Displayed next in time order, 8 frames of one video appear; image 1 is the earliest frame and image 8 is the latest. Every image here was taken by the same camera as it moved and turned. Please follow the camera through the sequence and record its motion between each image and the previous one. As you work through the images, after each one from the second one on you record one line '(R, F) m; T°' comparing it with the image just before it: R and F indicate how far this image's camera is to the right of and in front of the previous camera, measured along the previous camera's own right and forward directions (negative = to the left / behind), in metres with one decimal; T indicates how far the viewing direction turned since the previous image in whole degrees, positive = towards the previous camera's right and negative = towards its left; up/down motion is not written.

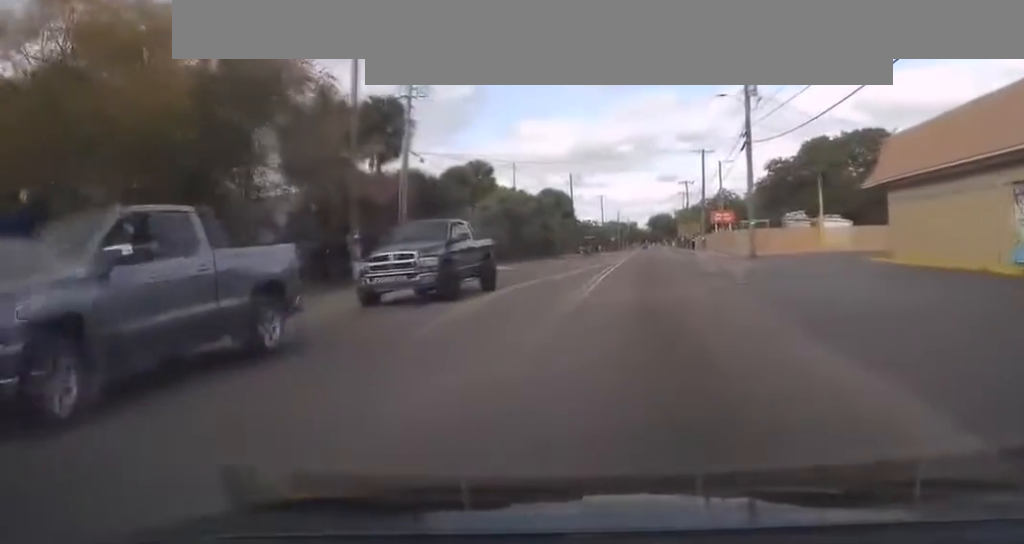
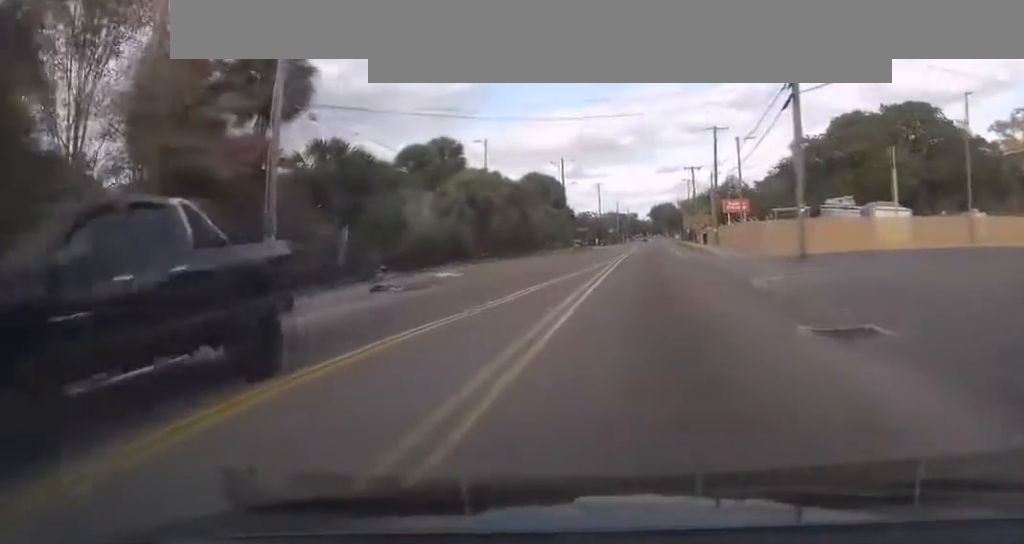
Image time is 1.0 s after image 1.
(+0.2, +13.0) m; +1°
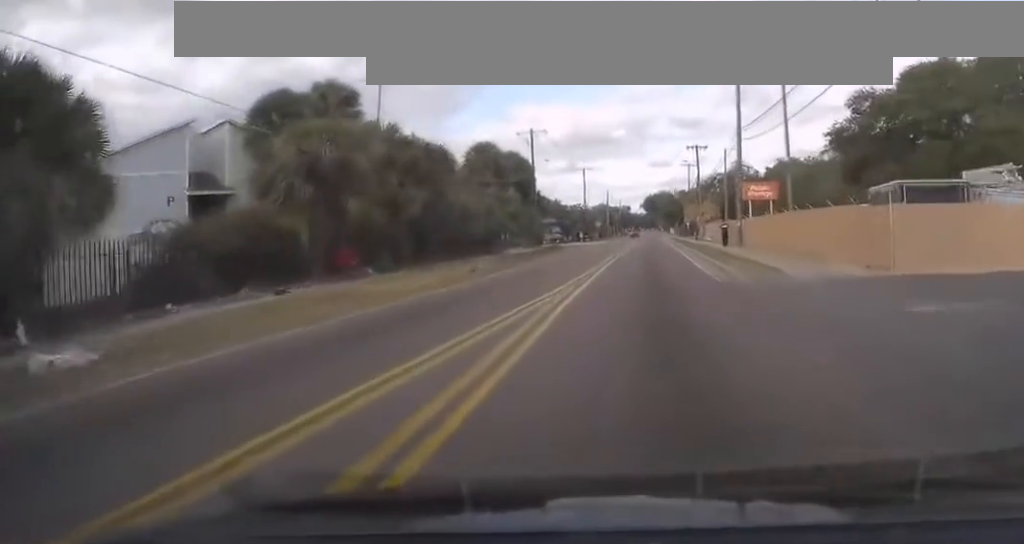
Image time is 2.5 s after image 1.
(-0.3, +21.9) m; +1°
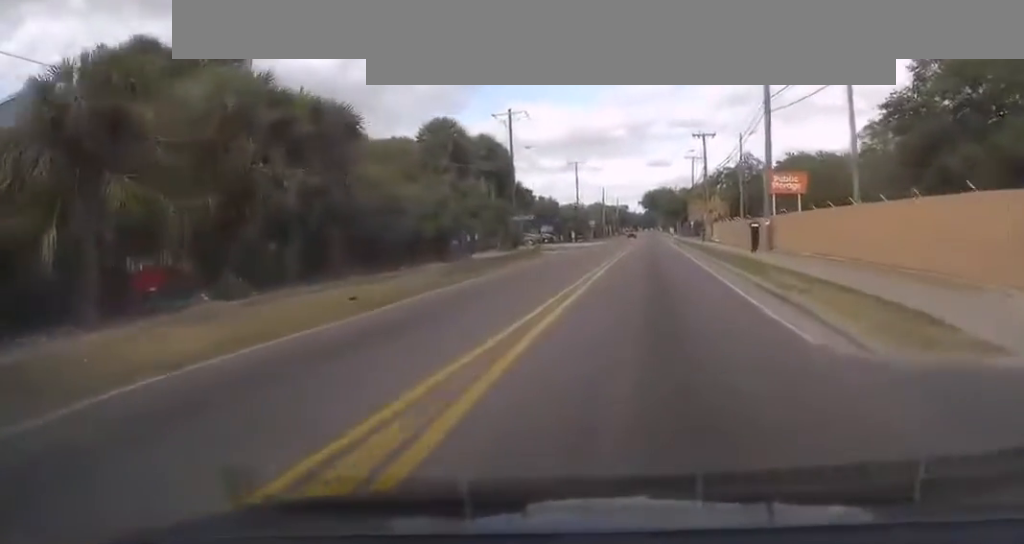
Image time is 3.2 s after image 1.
(+0.5, +12.0) m; +2°
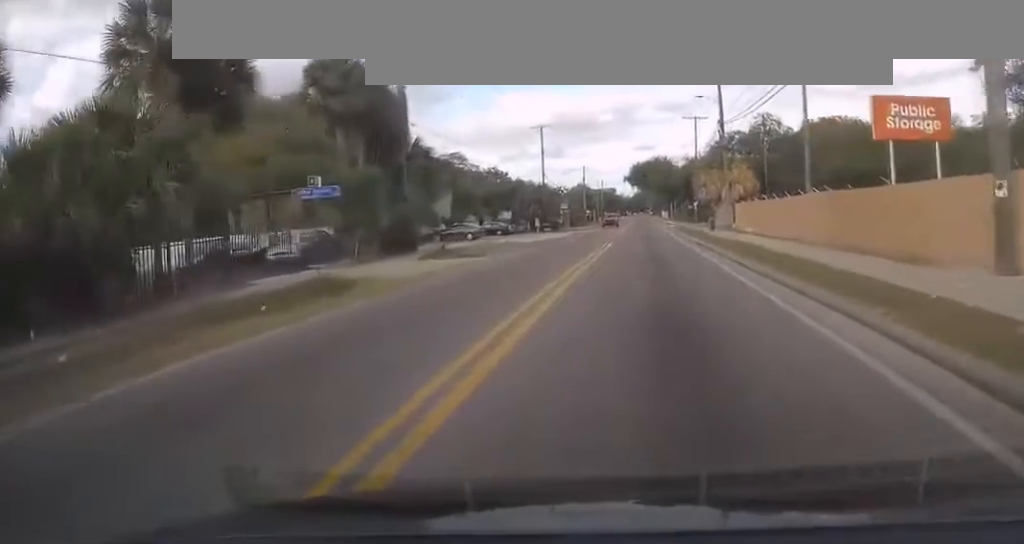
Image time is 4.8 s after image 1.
(+0.3, +26.9) m; +1°
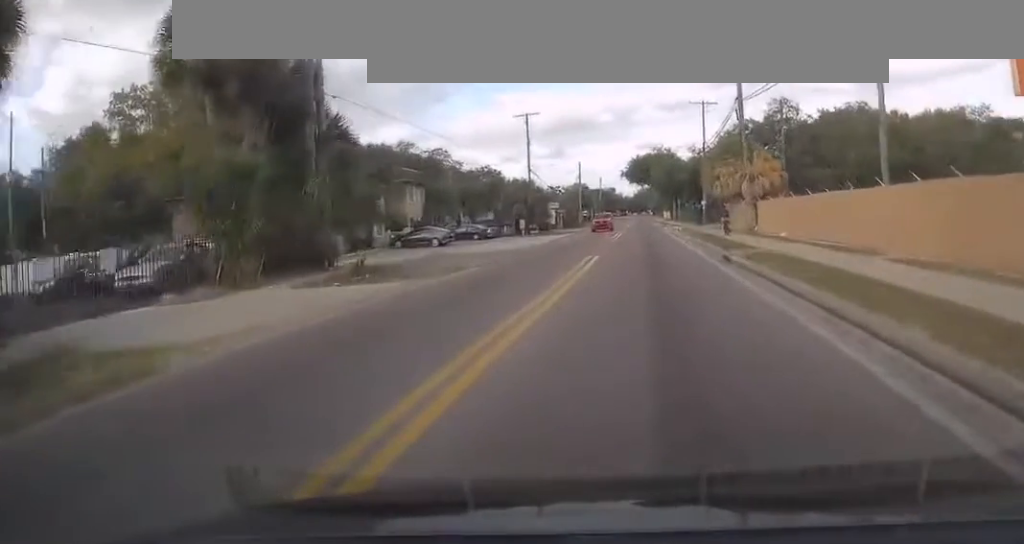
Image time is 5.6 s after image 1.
(0.0, +11.2) m; 0°
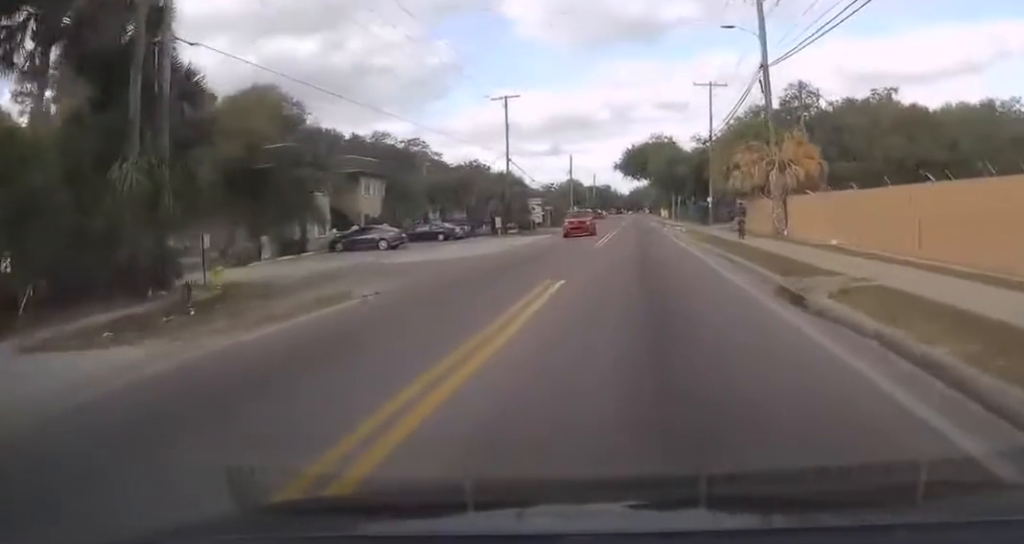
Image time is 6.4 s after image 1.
(0.0, +11.2) m; 0°
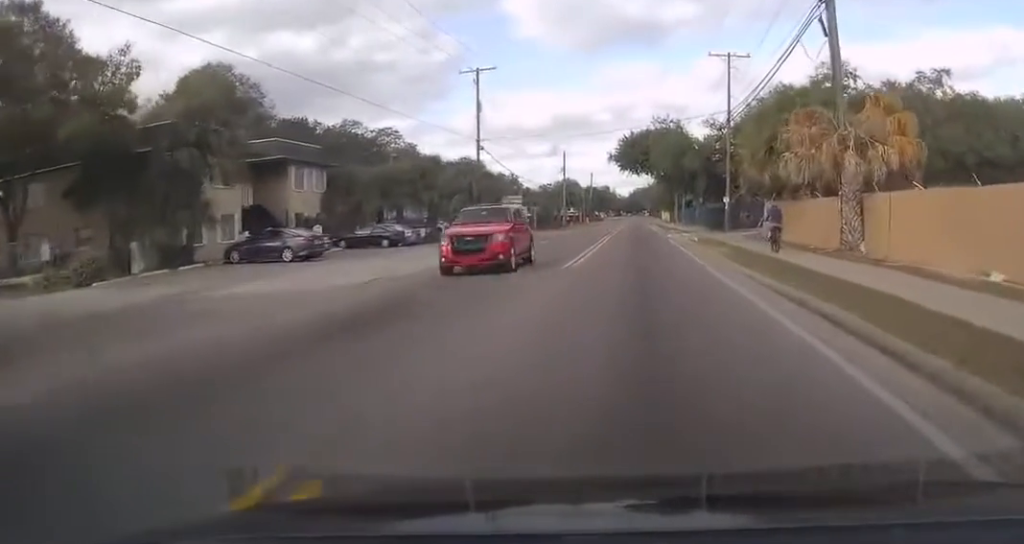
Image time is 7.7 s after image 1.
(0.0, +12.8) m; 0°
